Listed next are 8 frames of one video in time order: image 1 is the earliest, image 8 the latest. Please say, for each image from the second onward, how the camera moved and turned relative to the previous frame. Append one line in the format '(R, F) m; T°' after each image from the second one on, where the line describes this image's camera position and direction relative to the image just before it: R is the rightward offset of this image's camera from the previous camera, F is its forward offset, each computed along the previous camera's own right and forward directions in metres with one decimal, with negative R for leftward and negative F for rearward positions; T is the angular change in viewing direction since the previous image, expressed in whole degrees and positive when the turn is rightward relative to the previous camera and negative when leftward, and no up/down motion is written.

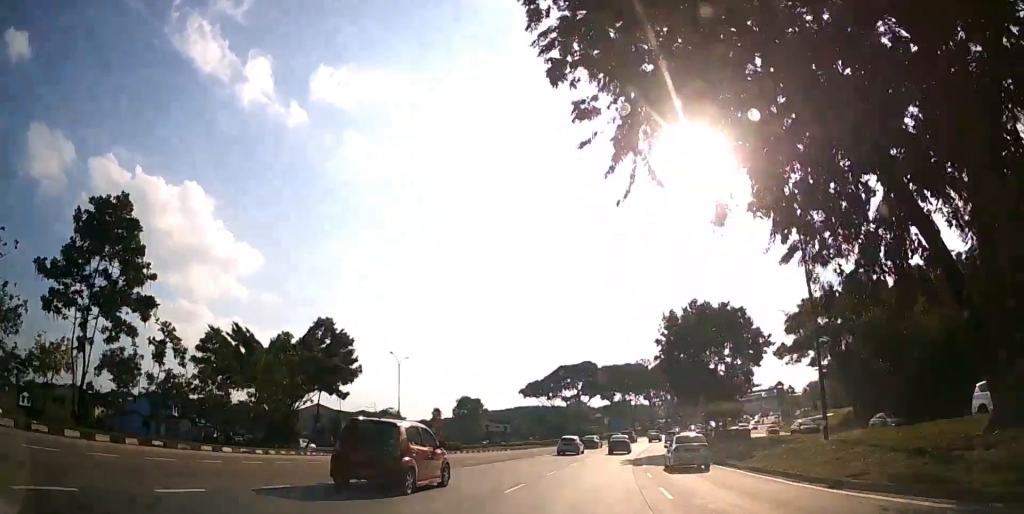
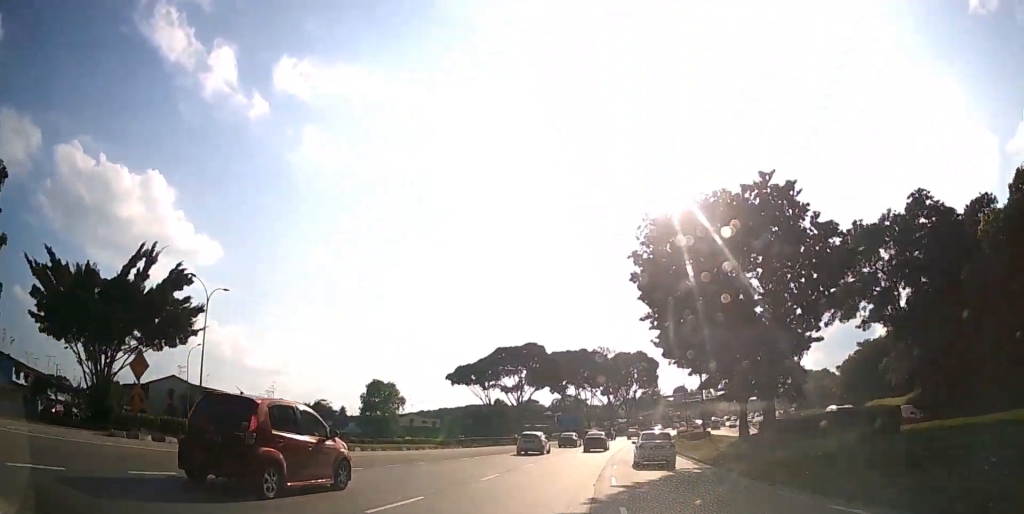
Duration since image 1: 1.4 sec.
(+1.1, +26.6) m; +3°
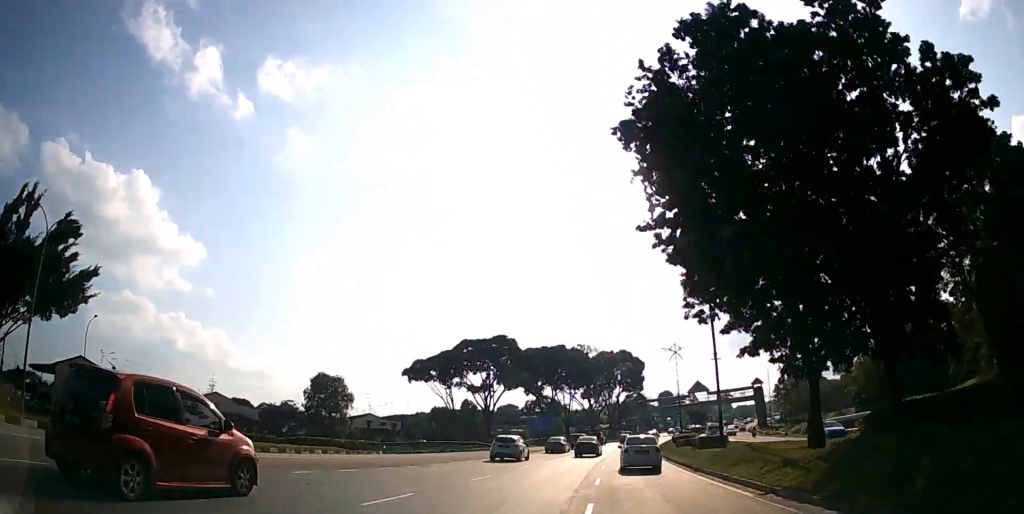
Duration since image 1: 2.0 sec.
(-0.1, +13.2) m; +1°
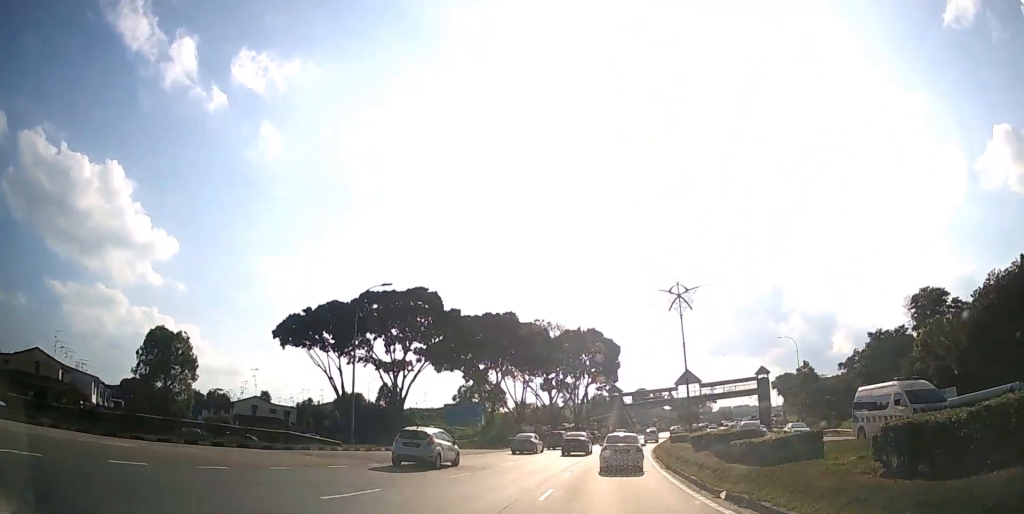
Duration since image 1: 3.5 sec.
(+1.3, +29.6) m; +4°
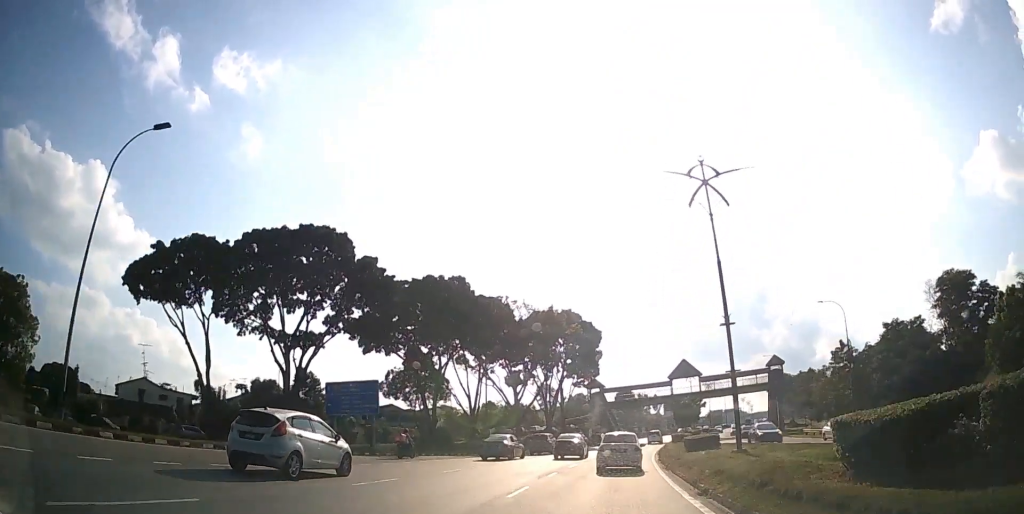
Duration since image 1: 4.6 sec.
(+0.4, +20.3) m; +2°
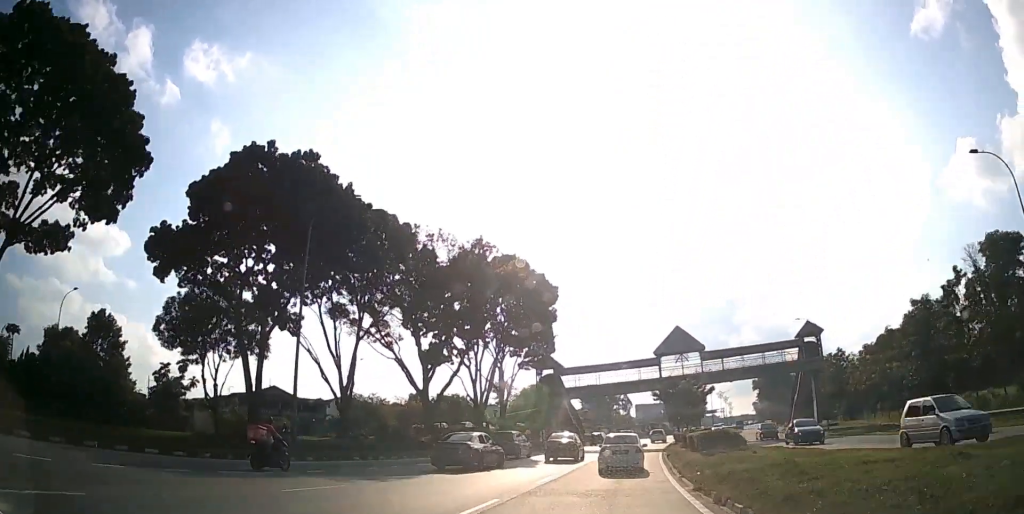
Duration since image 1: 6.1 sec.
(+0.9, +28.3) m; +5°
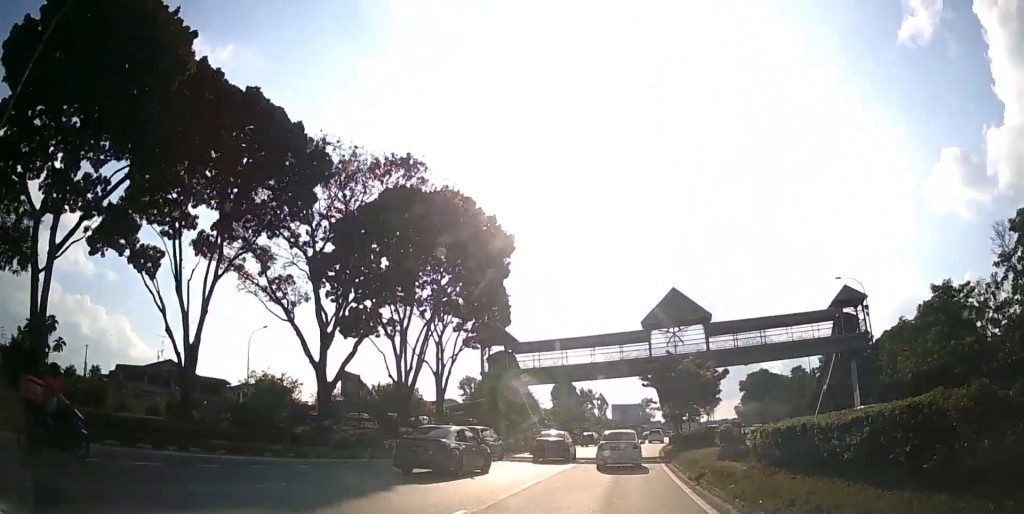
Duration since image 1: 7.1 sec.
(+0.6, +17.3) m; +2°
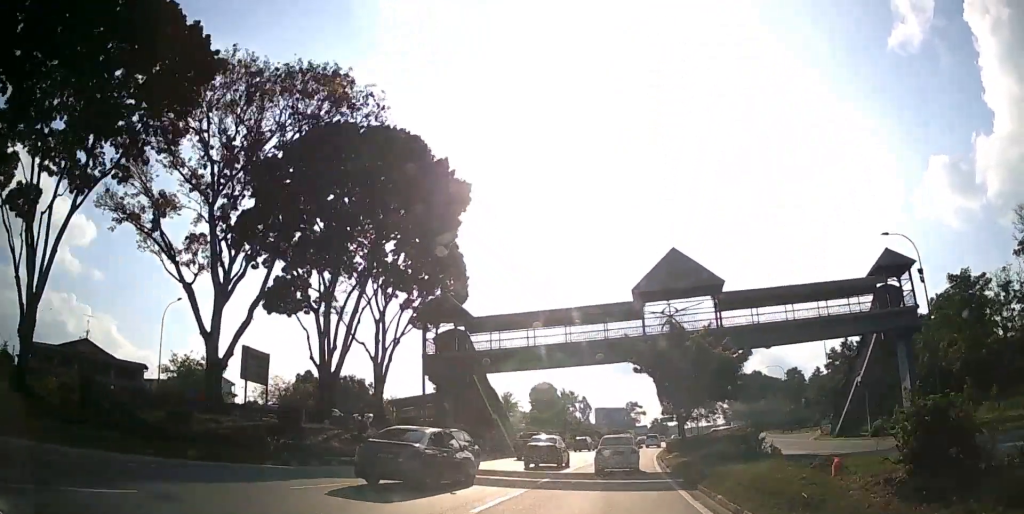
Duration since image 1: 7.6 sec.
(-0.1, +10.6) m; +2°
